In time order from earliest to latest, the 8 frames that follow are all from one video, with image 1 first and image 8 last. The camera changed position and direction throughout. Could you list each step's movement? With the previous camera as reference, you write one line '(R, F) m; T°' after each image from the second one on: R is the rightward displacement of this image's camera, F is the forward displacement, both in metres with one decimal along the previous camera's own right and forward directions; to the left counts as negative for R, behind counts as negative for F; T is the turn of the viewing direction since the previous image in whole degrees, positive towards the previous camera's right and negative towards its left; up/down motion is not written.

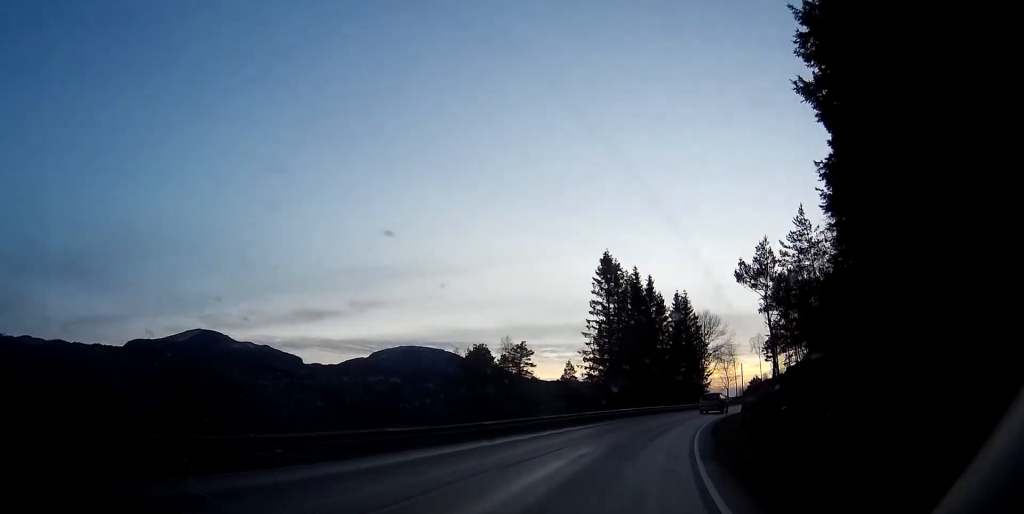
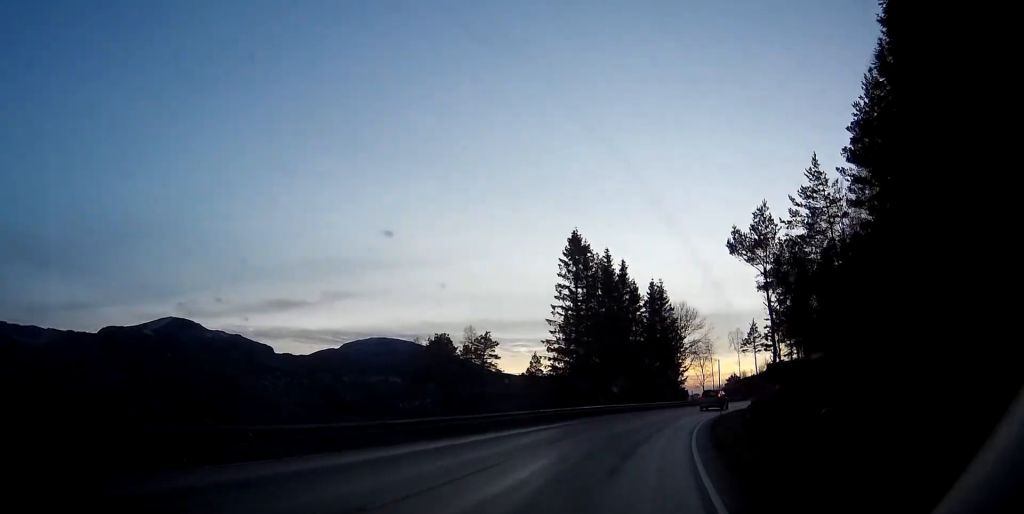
(+0.2, +8.2) m; +2°
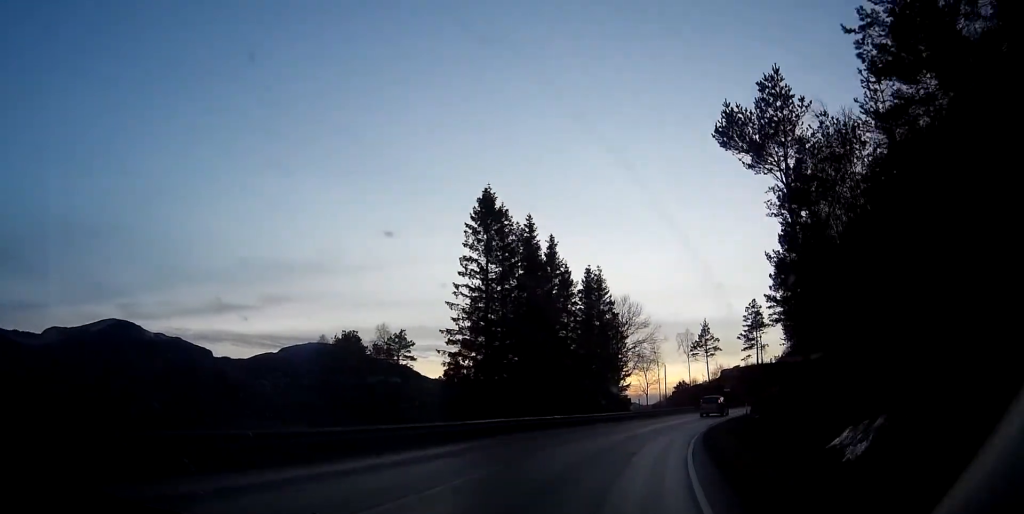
(+0.6, +16.8) m; +5°
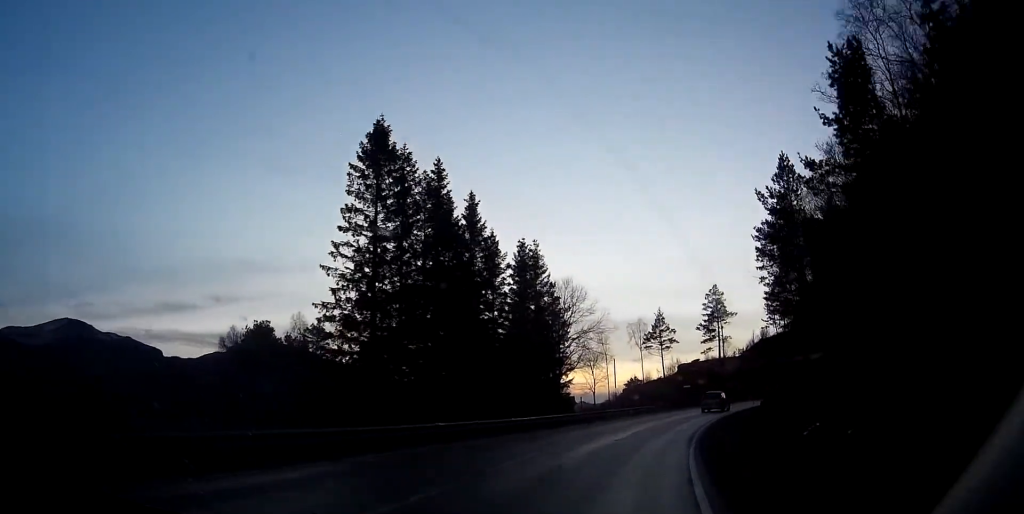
(+0.5, +13.8) m; +6°
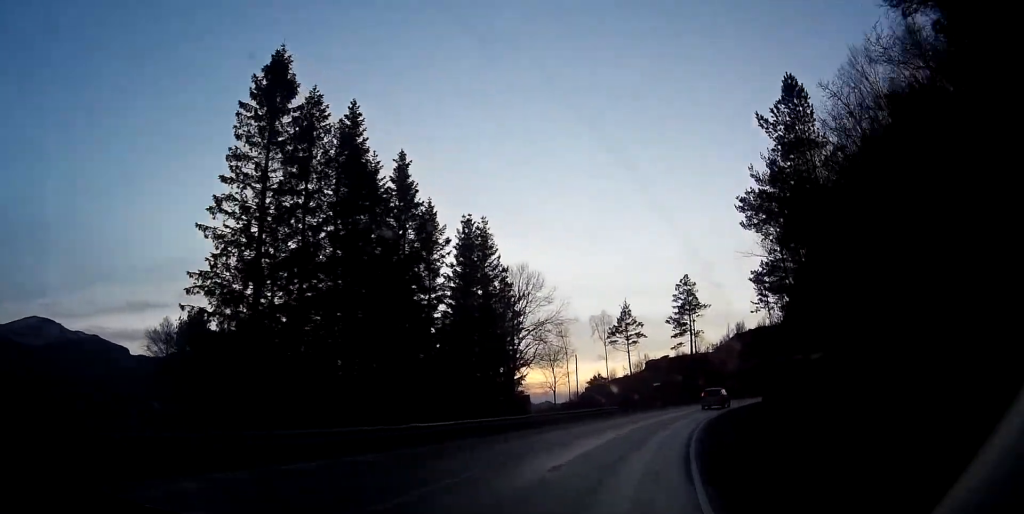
(+0.4, +9.2) m; +4°
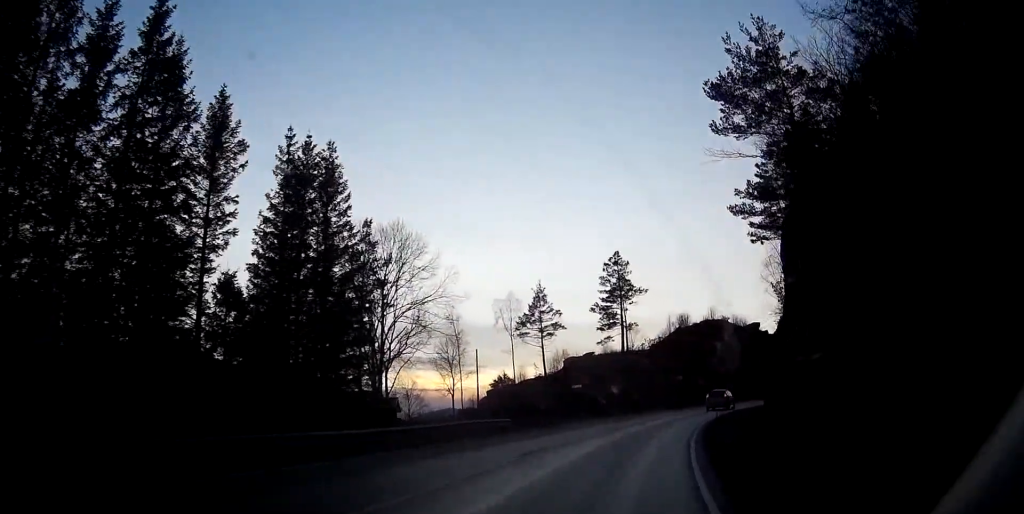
(+1.2, +20.7) m; +6°
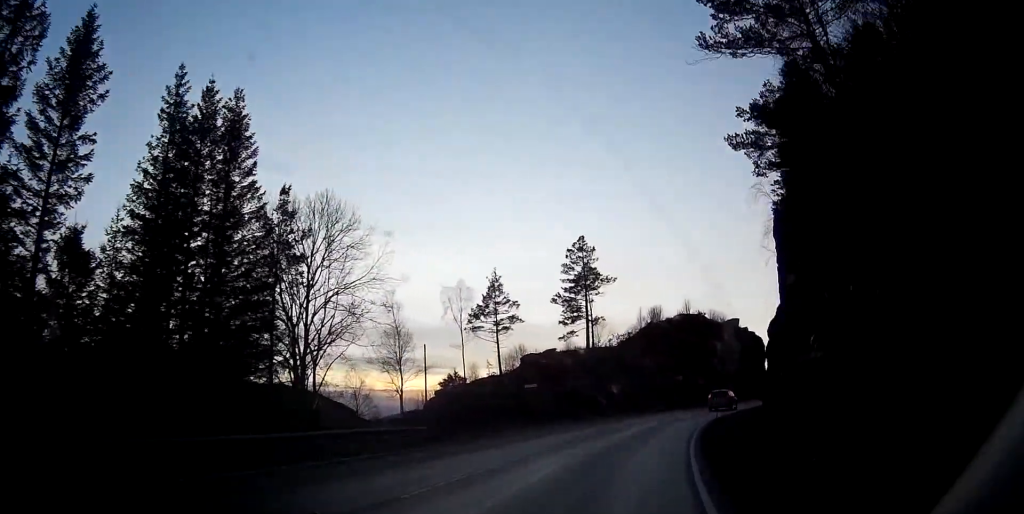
(+0.3, +8.7) m; +2°
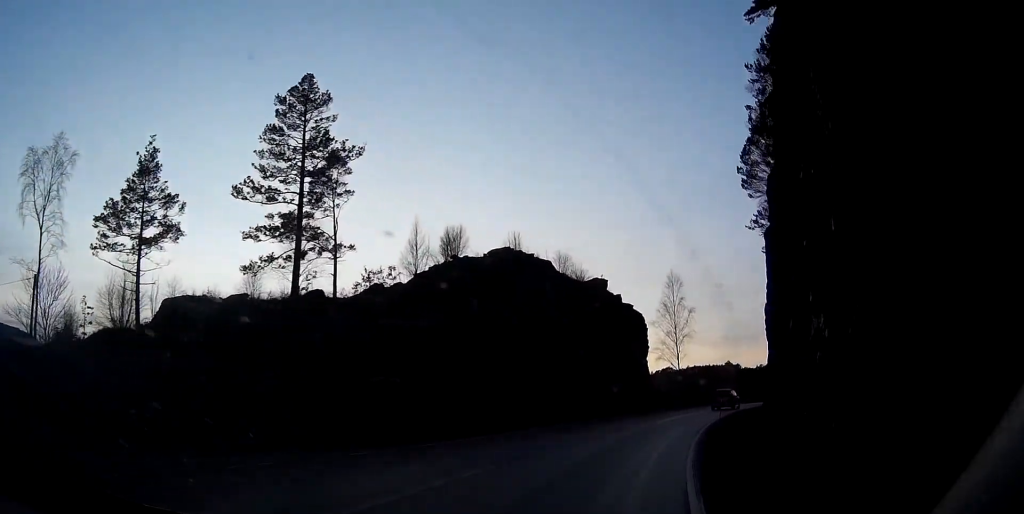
(+3.2, +38.2) m; +9°
